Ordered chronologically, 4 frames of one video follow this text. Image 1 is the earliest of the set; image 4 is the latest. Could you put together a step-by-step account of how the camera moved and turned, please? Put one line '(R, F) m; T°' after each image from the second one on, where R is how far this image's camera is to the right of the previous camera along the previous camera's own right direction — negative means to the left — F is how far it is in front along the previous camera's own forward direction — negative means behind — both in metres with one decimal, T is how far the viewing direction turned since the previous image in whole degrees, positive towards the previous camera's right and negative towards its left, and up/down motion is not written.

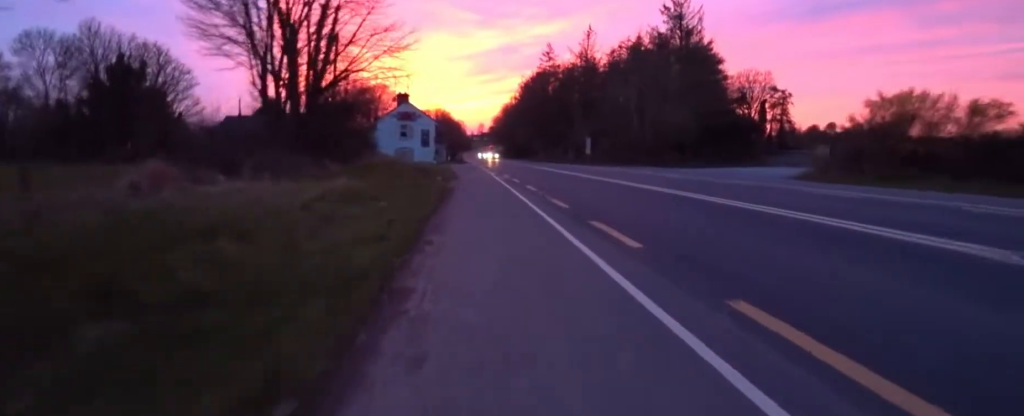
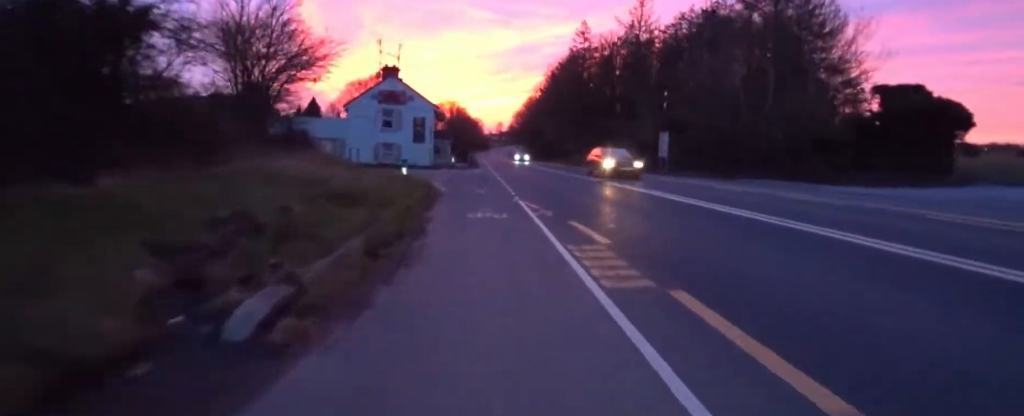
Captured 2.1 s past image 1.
(+0.1, +15.9) m; 0°
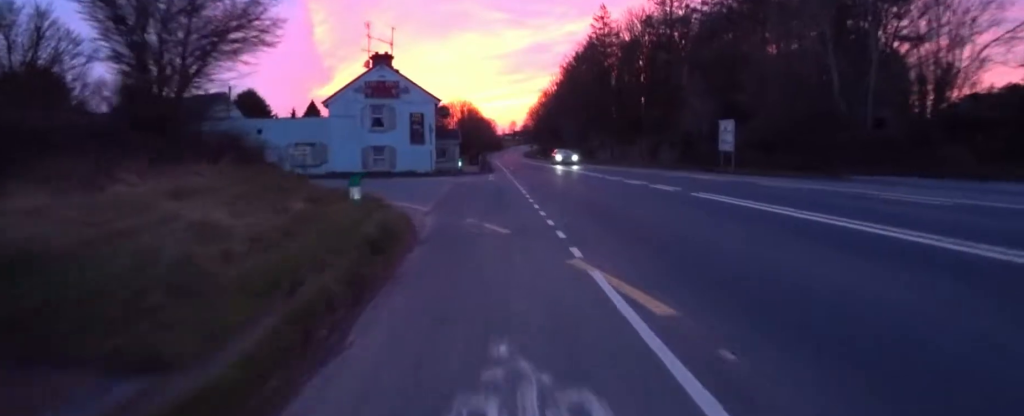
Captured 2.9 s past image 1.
(+0.4, +6.5) m; -2°
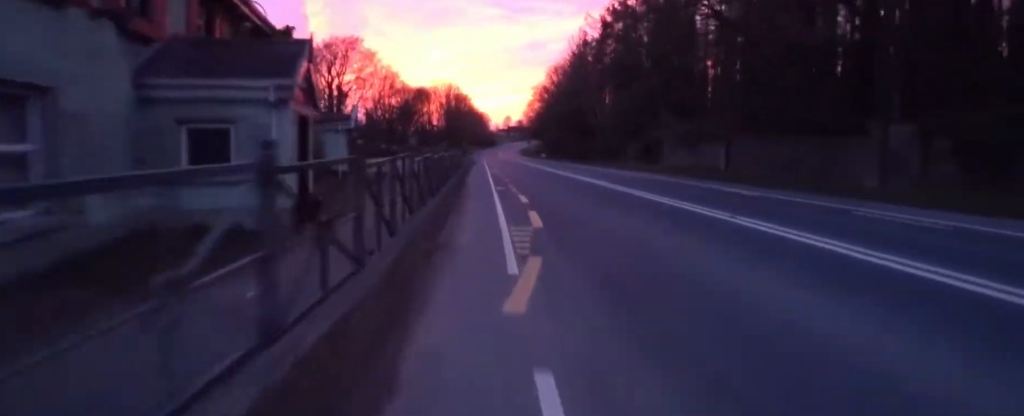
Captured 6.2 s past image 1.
(-1.3, +25.3) m; +3°
